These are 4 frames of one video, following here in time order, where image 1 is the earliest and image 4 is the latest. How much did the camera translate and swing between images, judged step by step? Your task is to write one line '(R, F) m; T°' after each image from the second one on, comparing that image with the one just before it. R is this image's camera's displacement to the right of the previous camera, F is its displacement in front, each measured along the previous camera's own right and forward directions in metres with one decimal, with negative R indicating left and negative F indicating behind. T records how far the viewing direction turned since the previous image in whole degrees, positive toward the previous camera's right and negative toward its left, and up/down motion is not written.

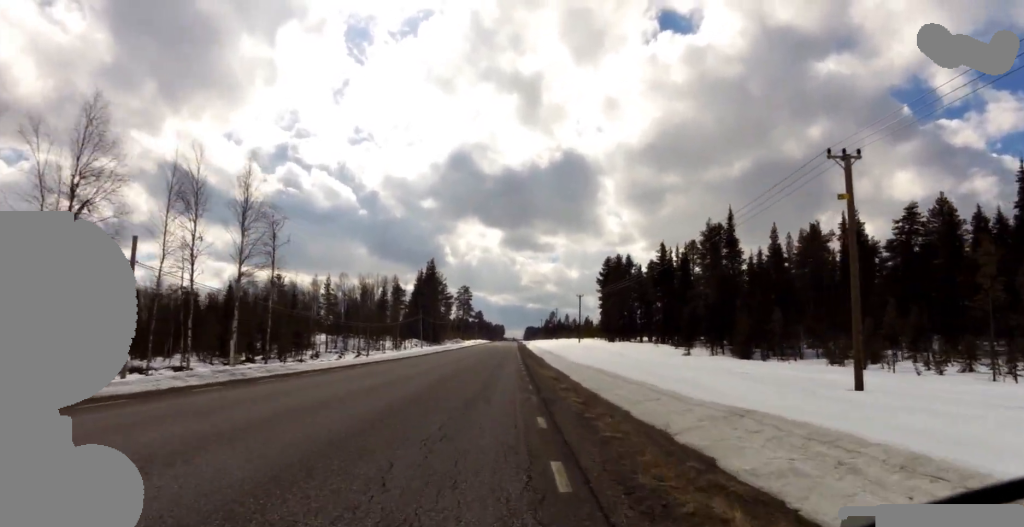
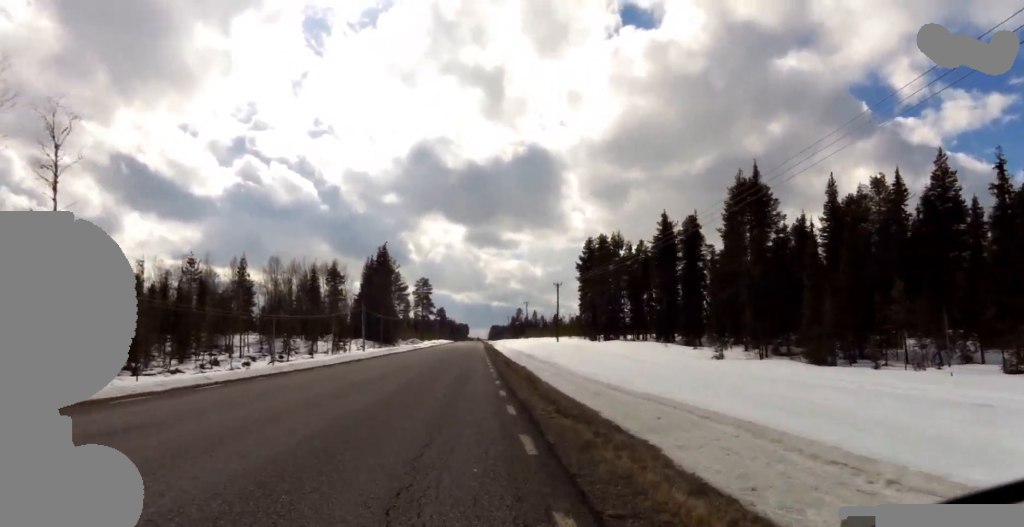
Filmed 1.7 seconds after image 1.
(+0.3, +15.5) m; -1°
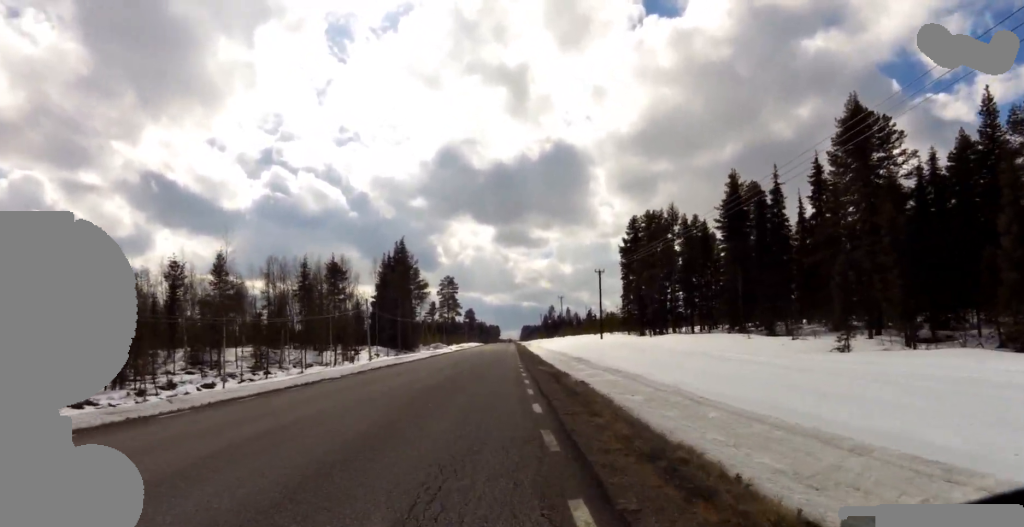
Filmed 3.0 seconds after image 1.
(0.0, +11.6) m; +2°
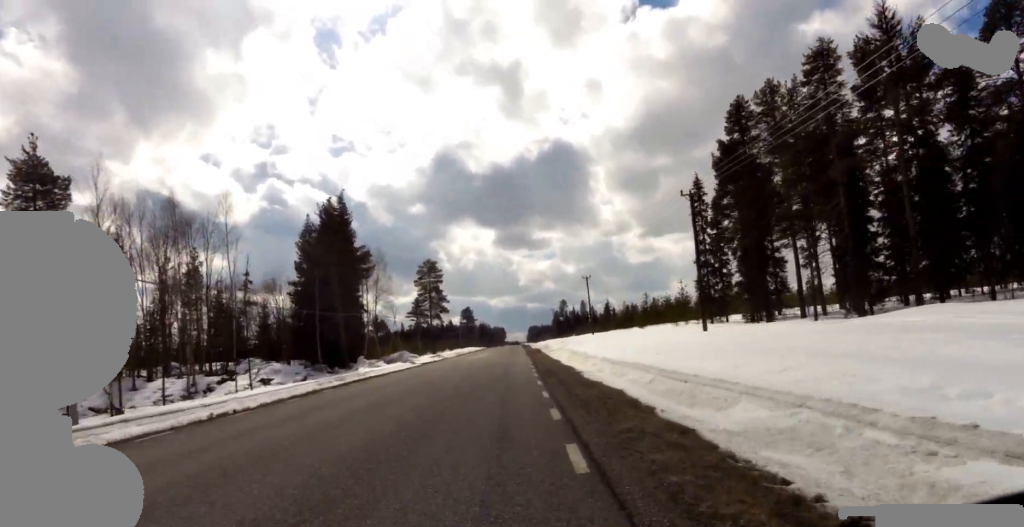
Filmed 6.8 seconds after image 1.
(+0.3, +38.1) m; +1°
